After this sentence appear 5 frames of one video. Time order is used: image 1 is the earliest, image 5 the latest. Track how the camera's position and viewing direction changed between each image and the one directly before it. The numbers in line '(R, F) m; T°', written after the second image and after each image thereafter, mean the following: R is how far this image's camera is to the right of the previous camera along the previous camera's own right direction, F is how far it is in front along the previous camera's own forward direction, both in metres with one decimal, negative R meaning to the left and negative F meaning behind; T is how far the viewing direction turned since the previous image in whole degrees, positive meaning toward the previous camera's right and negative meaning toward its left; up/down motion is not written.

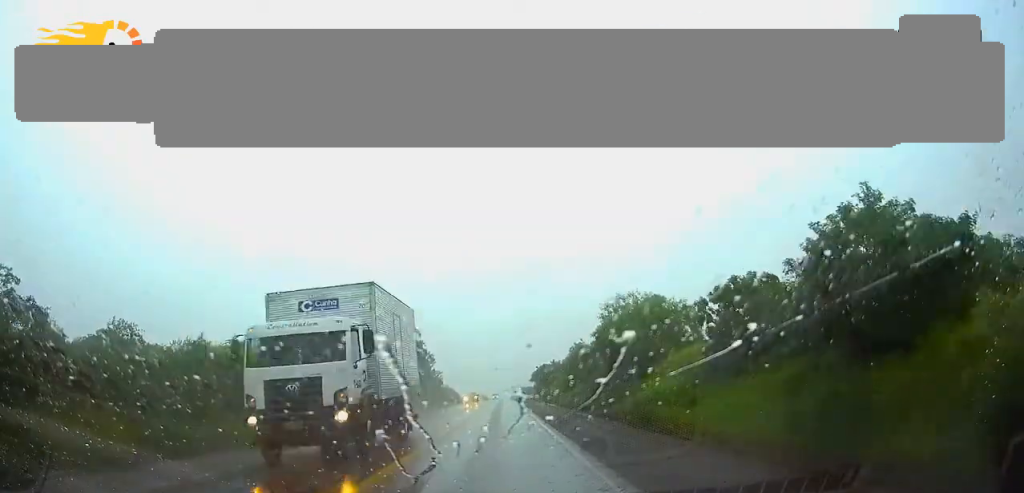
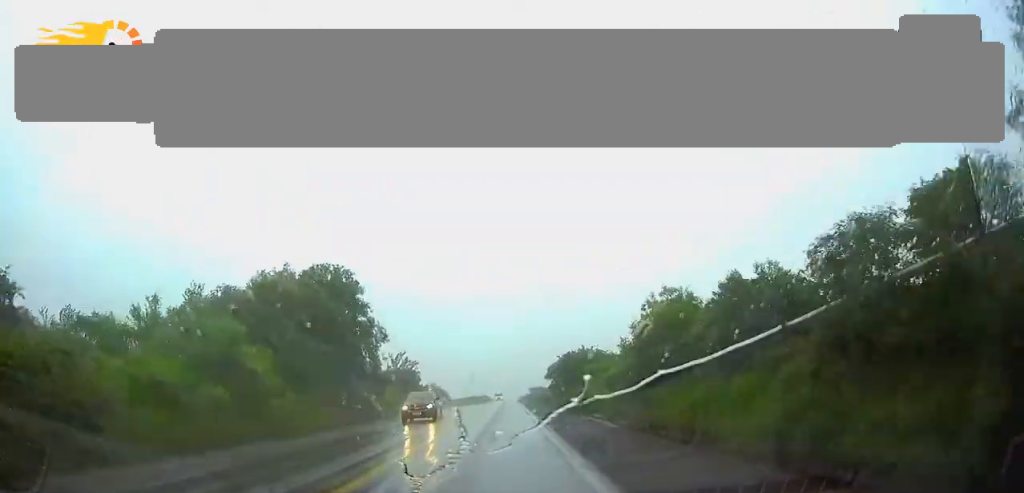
(0.0, +32.4) m; 0°
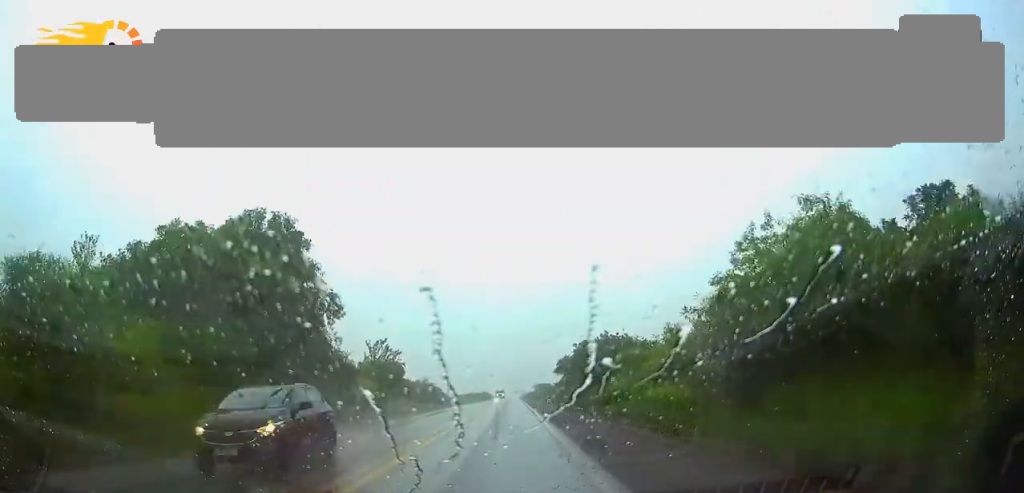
(0.0, +12.9) m; 0°
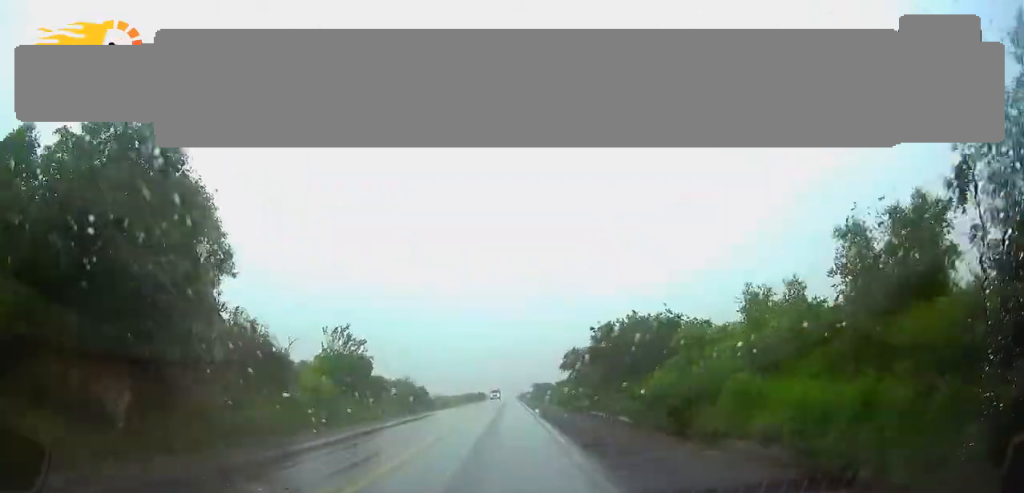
(0.0, +12.8) m; 0°
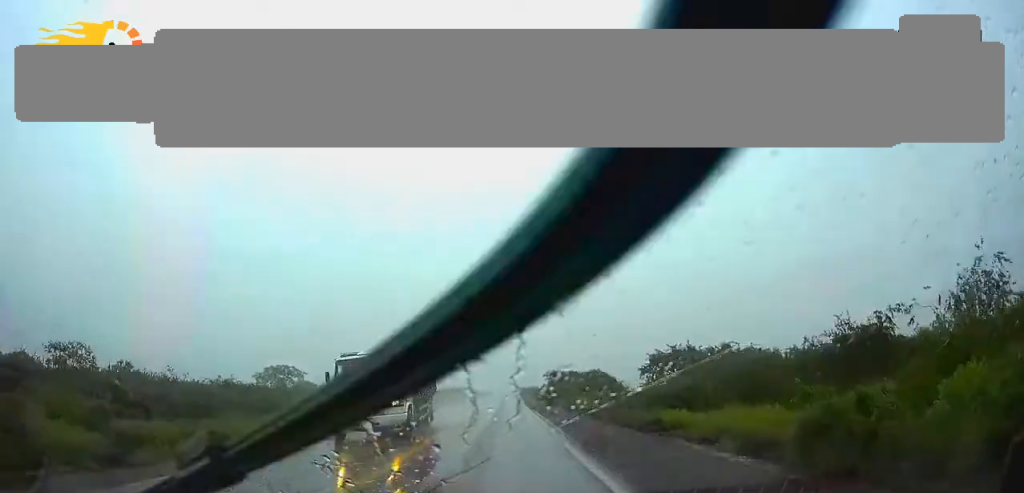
(+0.2, +73.9) m; 0°
